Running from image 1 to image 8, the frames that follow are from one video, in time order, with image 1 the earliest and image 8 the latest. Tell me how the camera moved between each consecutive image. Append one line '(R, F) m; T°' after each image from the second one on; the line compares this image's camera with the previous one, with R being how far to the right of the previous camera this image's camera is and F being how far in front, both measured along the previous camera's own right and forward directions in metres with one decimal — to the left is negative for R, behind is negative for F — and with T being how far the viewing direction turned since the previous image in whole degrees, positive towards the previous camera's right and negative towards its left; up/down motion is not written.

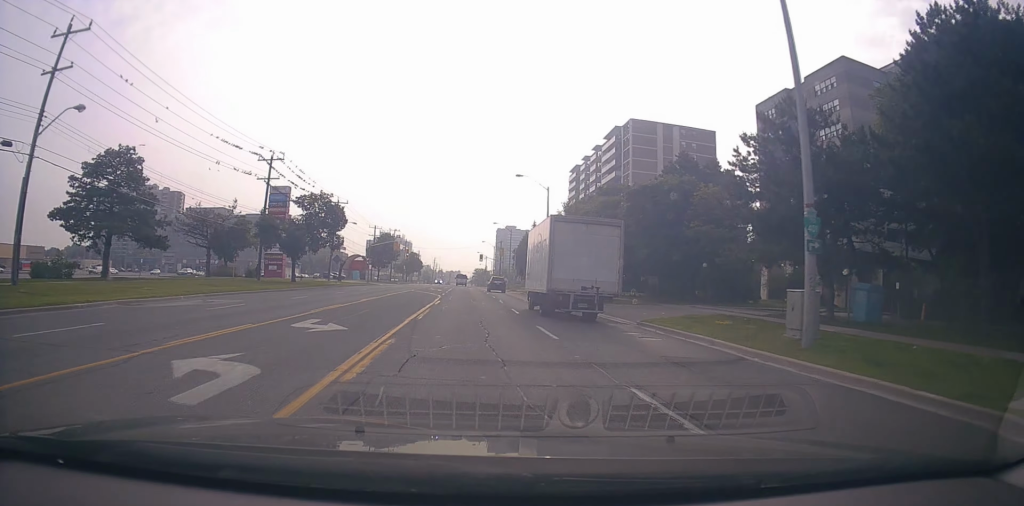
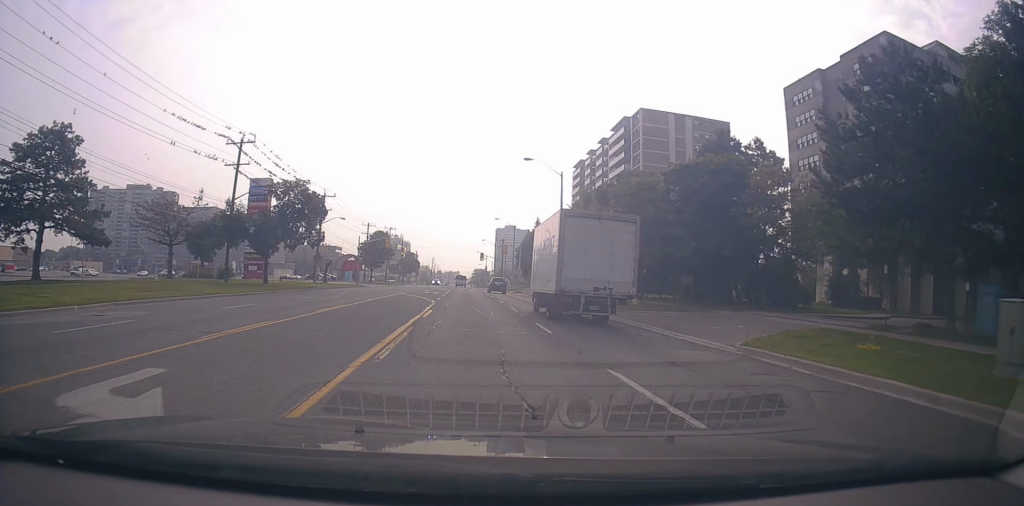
(-0.2, +7.9) m; 0°
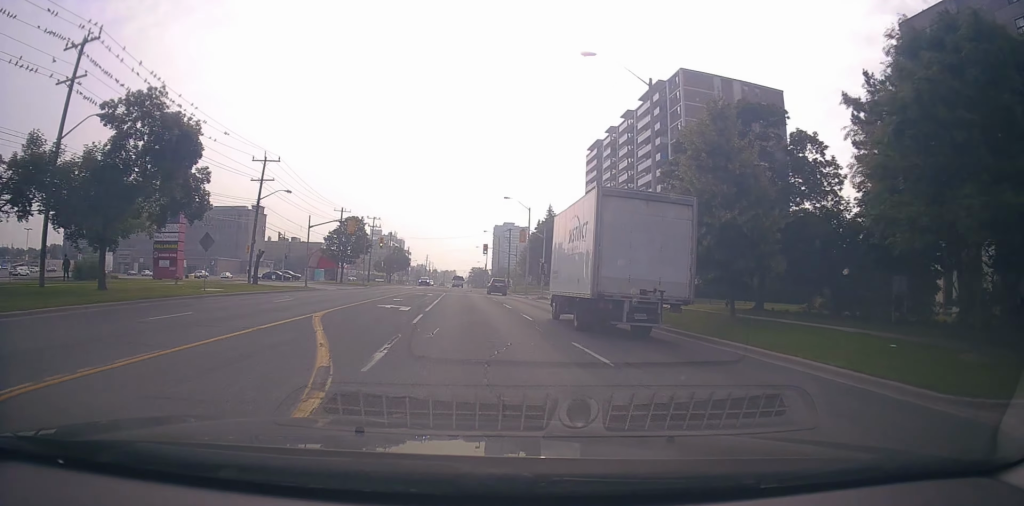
(+0.7, +23.4) m; +3°
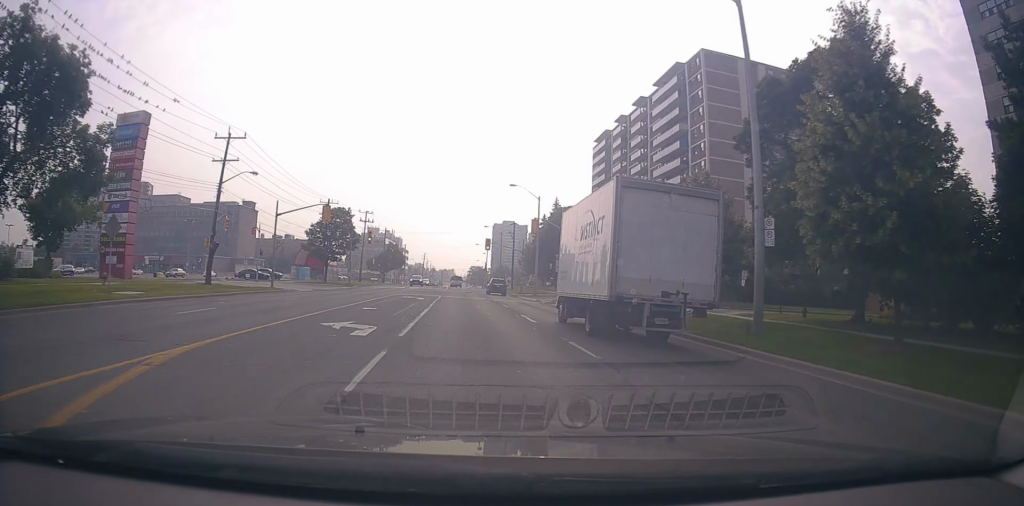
(-0.2, +9.1) m; -1°
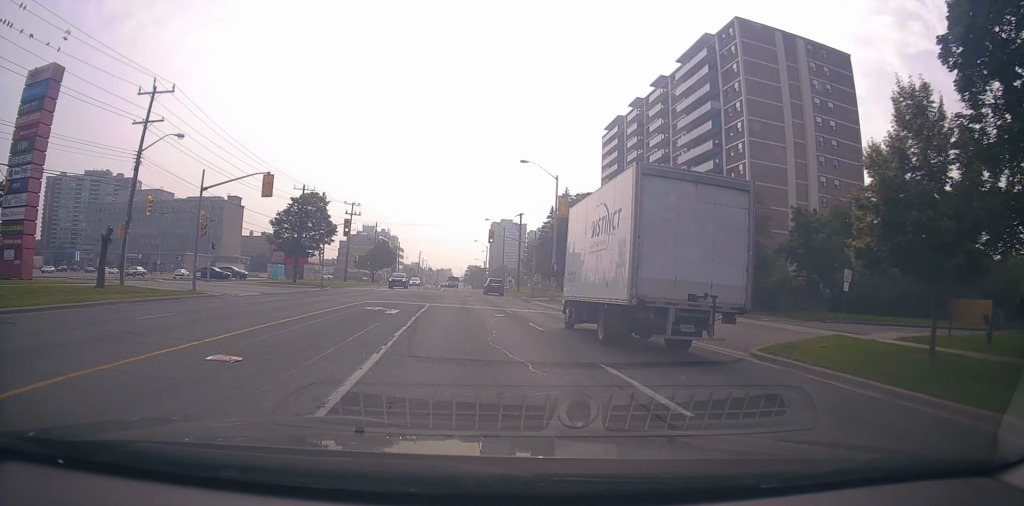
(-0.3, +12.6) m; -1°
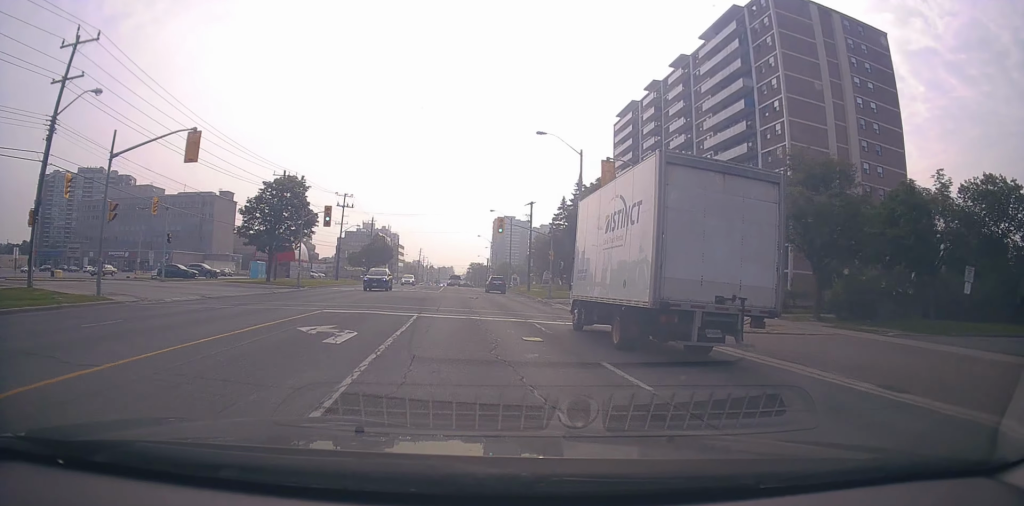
(-0.1, +9.0) m; +1°
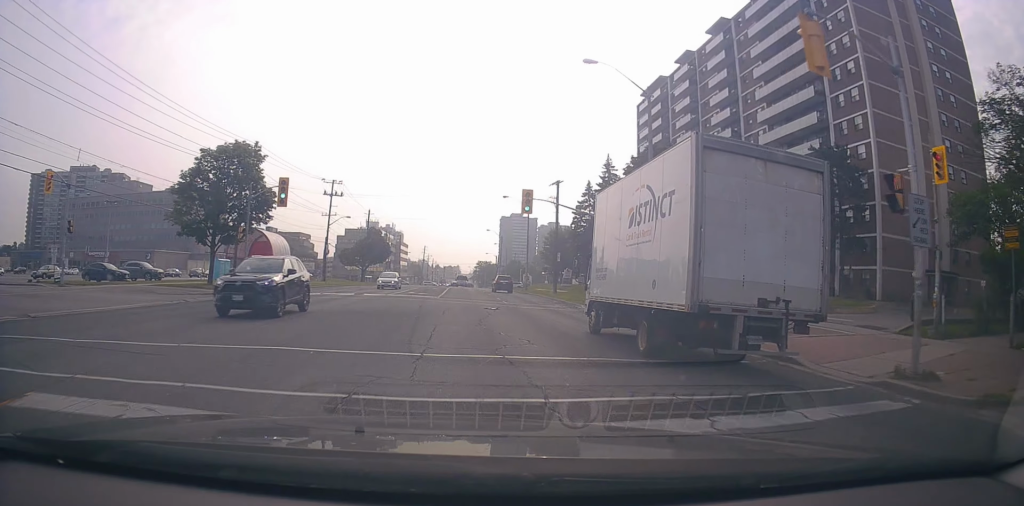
(+0.3, +13.5) m; 0°
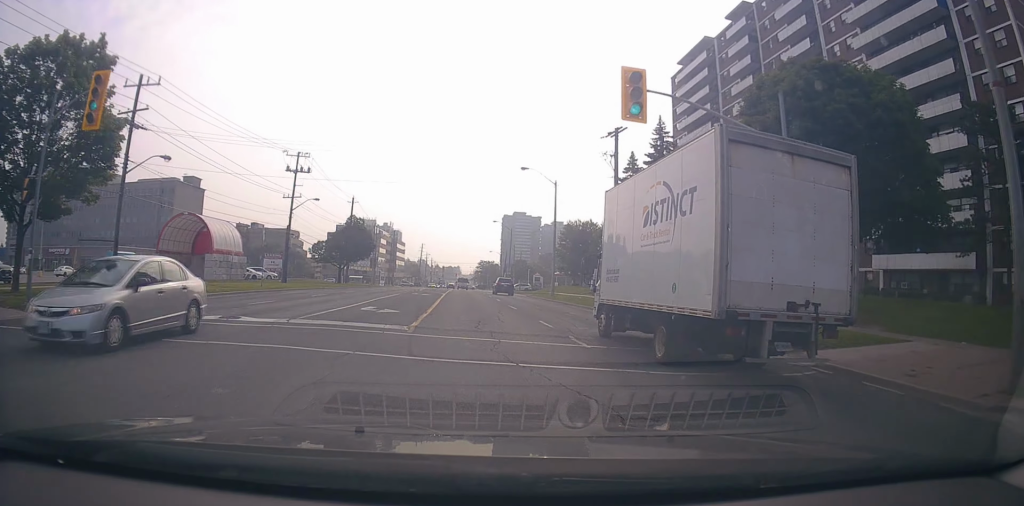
(0.0, +19.1) m; -1°
